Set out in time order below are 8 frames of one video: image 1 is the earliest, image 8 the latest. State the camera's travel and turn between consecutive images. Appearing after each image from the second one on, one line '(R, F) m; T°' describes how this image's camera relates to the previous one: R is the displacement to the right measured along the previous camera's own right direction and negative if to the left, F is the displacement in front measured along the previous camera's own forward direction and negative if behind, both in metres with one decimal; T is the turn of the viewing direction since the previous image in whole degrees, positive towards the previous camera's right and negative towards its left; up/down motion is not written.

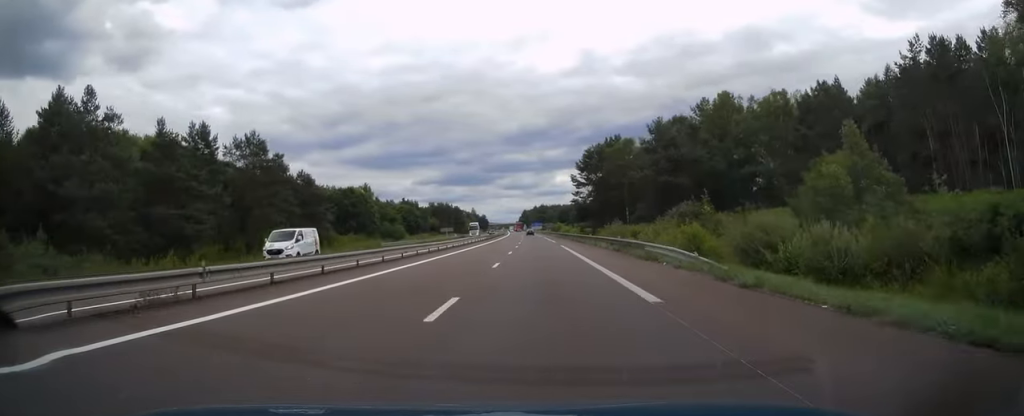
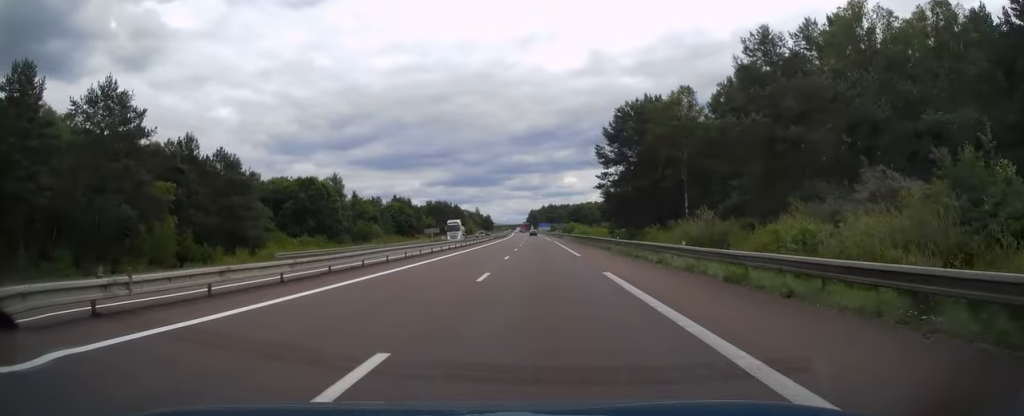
(+0.1, +31.5) m; 0°
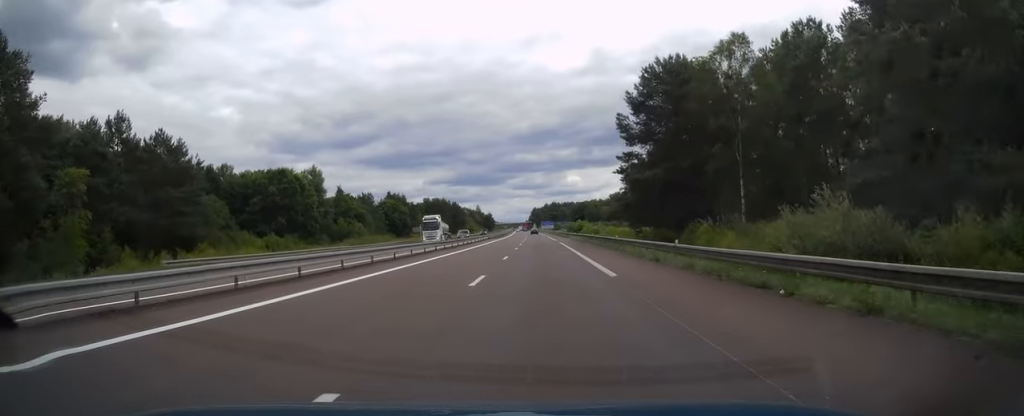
(0.0, +14.8) m; 0°
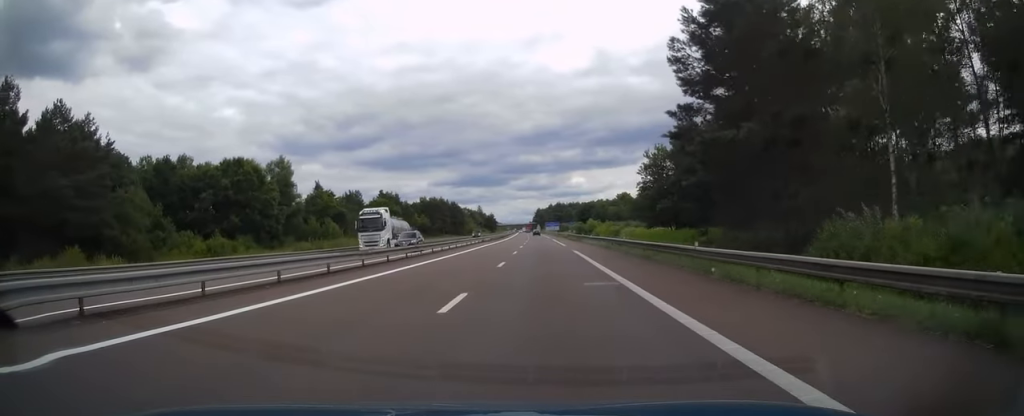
(-0.2, +17.7) m; 0°
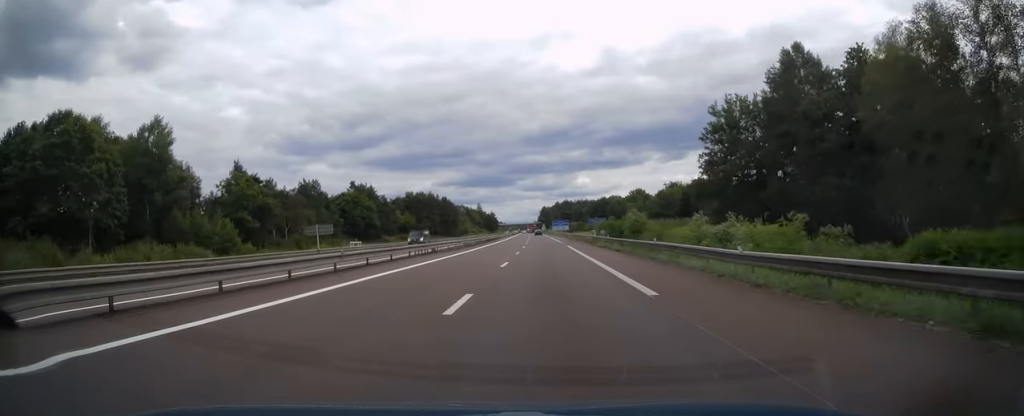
(-0.2, +39.3) m; -1°
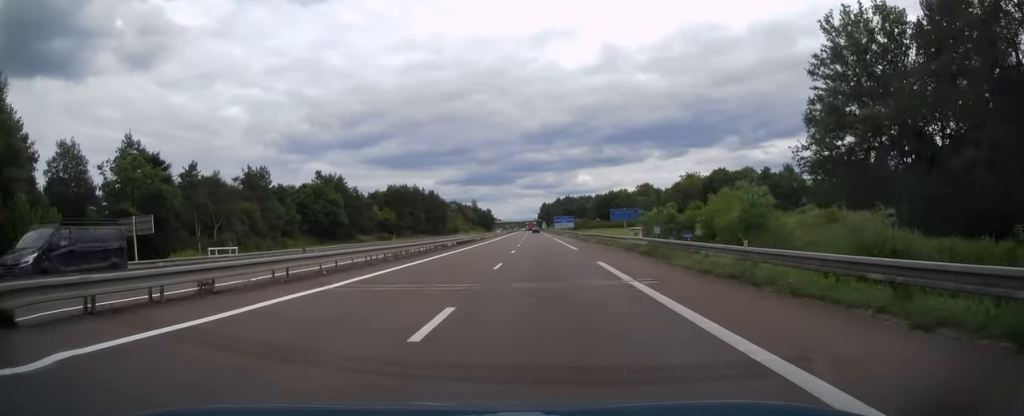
(-0.3, +28.3) m; 0°
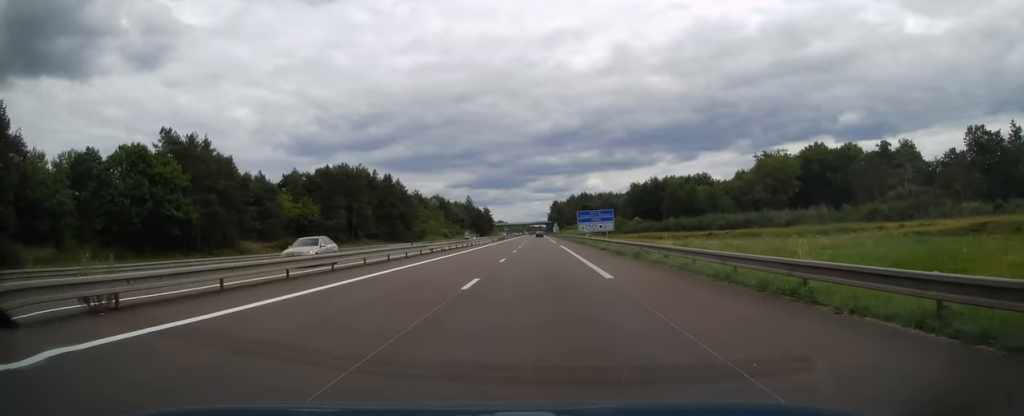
(+0.2, +70.8) m; -1°
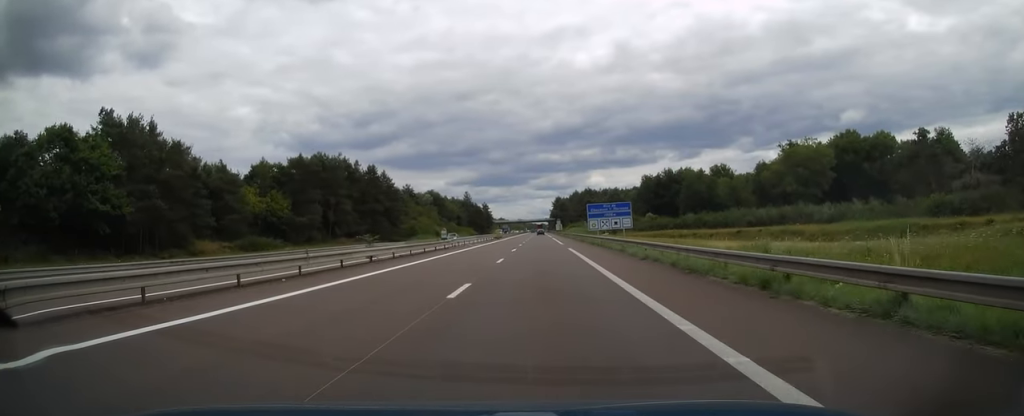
(-0.1, +15.1) m; 0°
